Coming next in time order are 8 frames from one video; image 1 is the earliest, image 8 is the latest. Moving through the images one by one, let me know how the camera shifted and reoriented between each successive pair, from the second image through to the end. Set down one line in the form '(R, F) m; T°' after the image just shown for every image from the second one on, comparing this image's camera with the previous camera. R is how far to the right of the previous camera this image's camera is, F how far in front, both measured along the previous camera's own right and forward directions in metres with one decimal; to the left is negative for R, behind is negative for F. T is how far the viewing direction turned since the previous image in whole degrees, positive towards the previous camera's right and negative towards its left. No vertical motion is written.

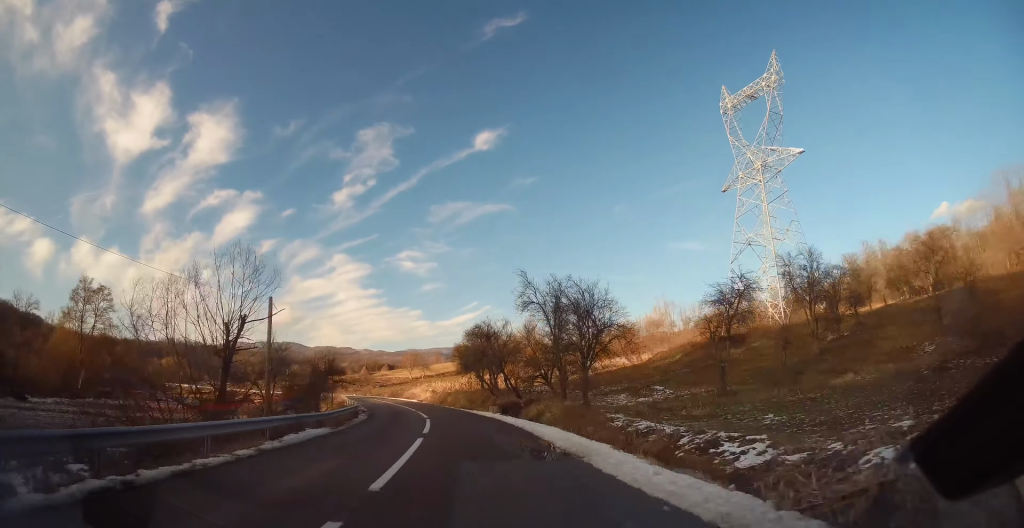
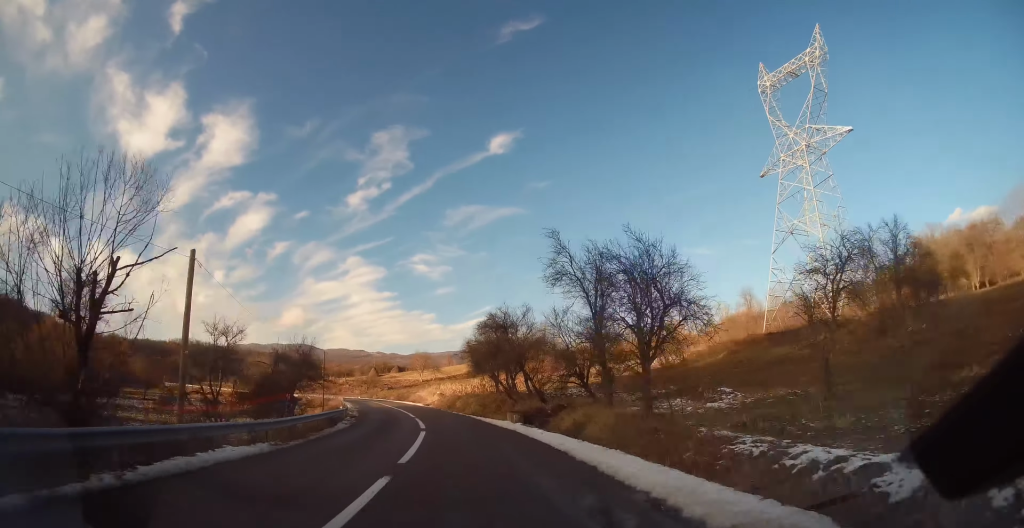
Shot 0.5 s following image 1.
(-0.2, +7.7) m; -1°
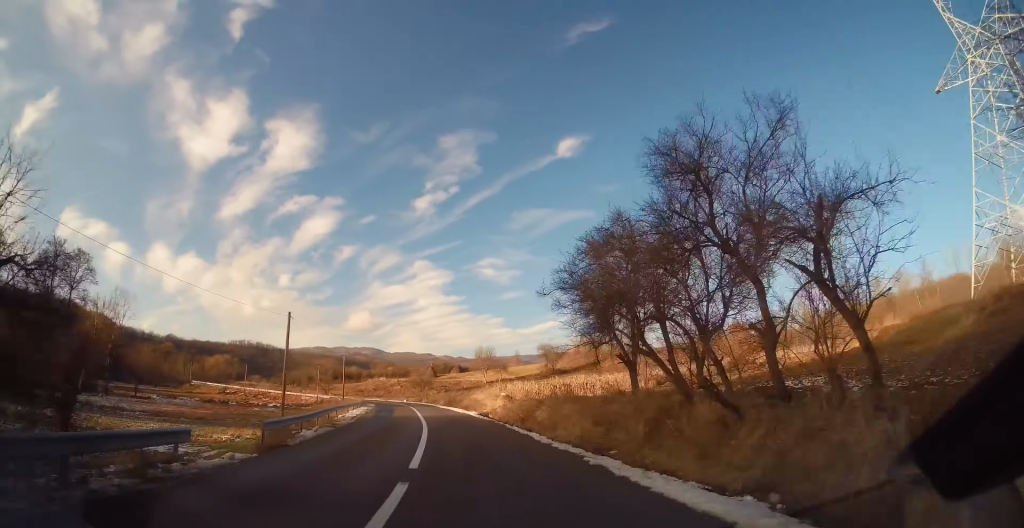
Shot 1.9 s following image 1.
(-0.7, +23.3) m; -6°
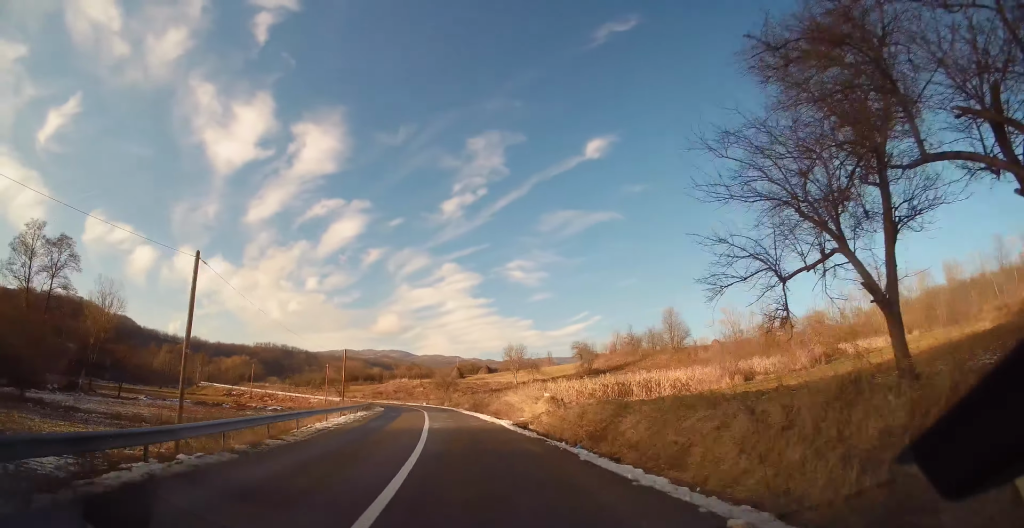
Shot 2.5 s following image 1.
(-0.6, +11.3) m; -2°
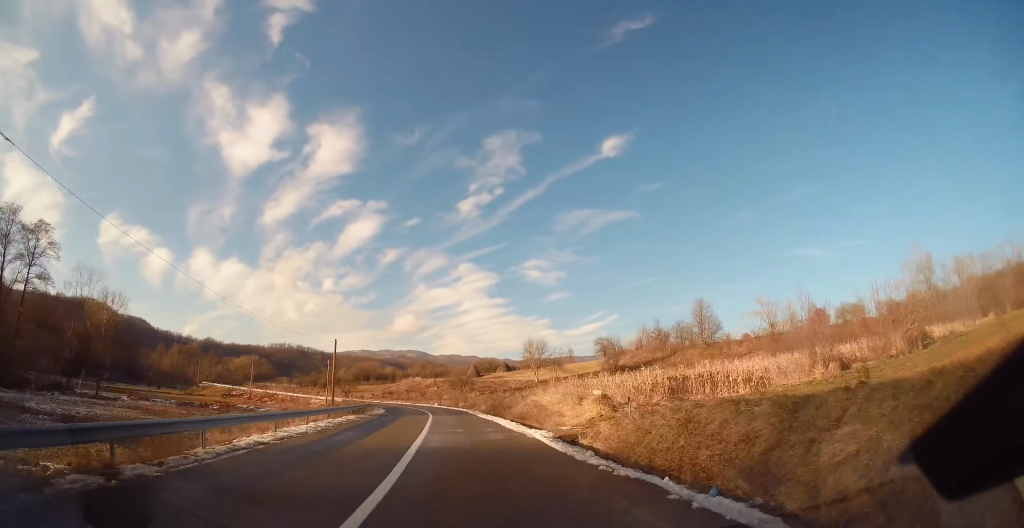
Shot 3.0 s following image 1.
(-0.2, +8.5) m; -2°
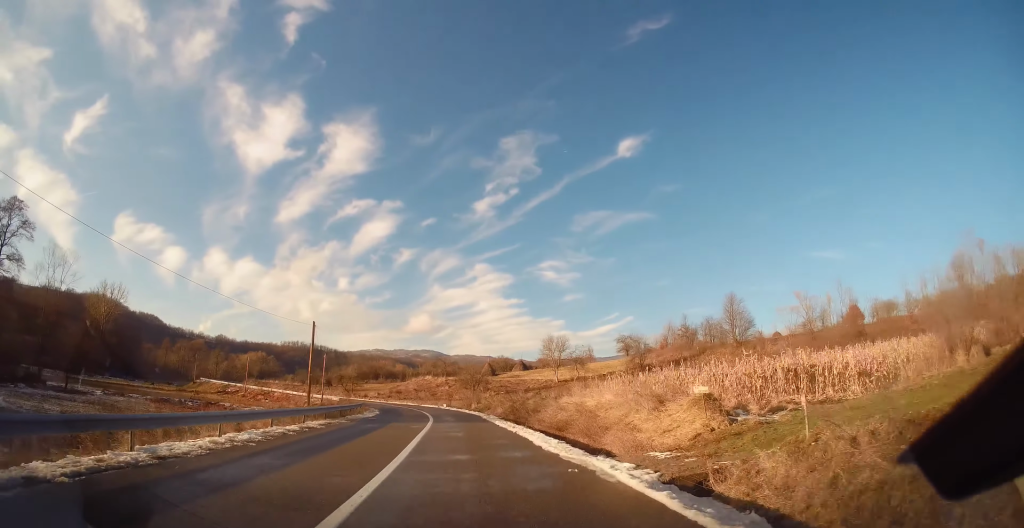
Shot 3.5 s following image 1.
(0.0, +8.5) m; -2°
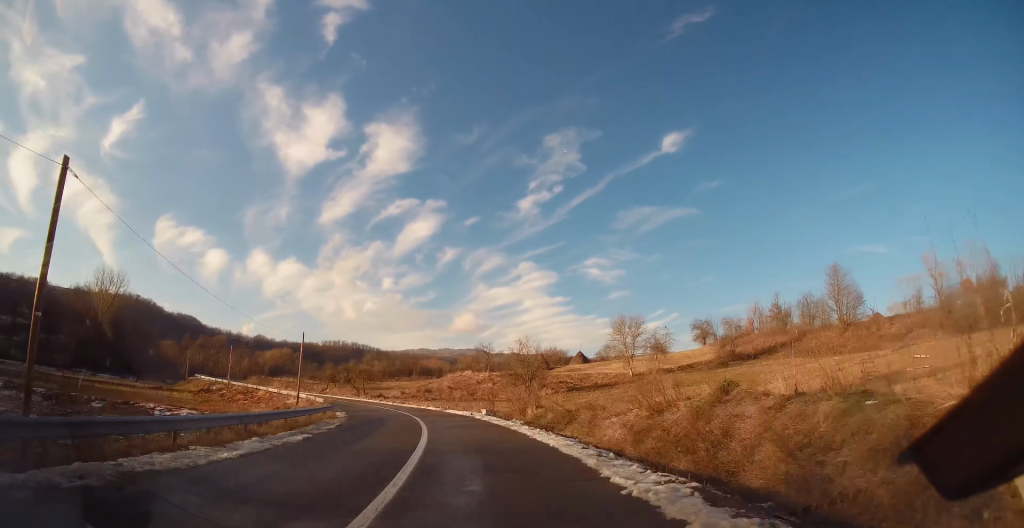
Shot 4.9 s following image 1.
(-1.0, +23.2) m; -6°
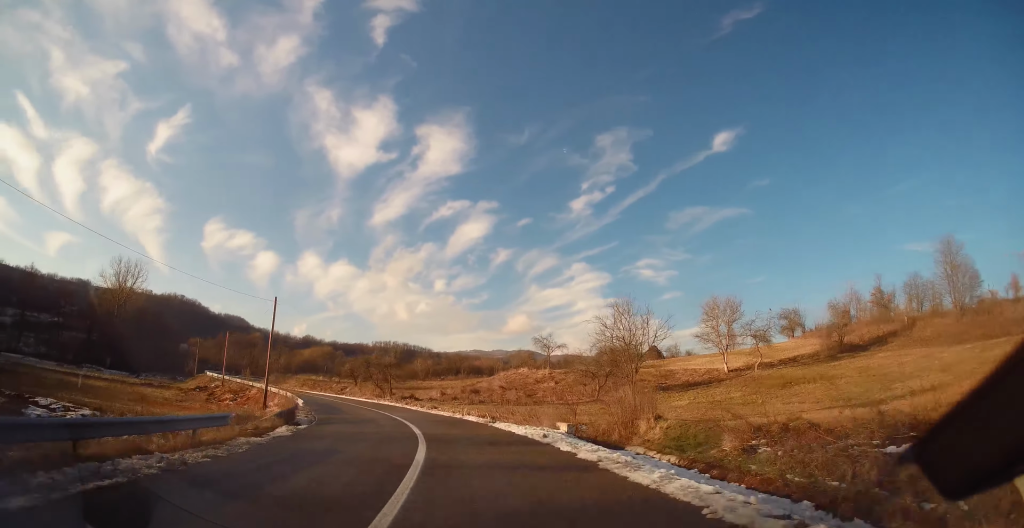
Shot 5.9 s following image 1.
(-0.6, +16.3) m; -6°
